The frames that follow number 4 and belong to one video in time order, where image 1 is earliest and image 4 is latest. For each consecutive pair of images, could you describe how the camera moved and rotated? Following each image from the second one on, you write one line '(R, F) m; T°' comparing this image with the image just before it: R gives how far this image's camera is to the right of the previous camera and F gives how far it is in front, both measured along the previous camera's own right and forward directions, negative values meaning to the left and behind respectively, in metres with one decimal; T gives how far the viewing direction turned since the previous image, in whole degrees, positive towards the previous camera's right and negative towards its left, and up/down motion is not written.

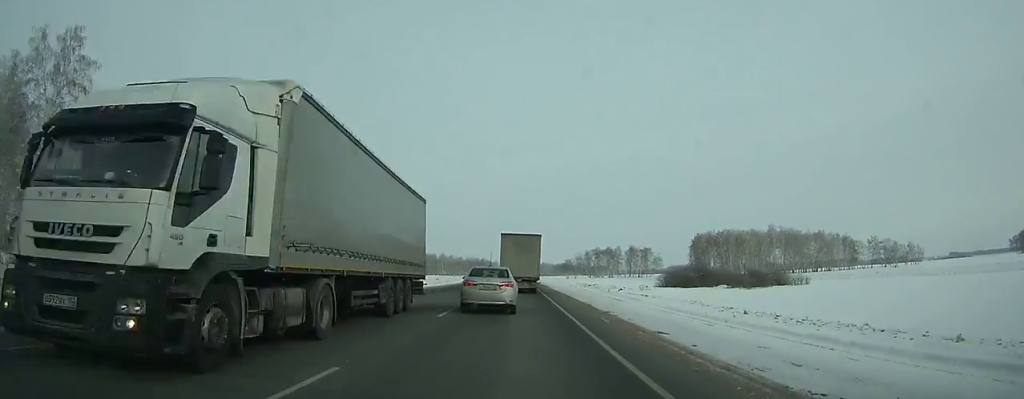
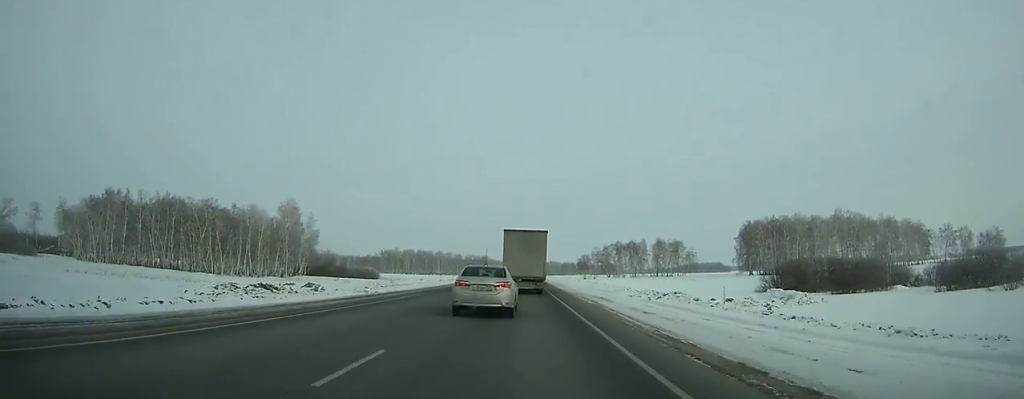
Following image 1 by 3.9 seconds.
(0.0, +57.5) m; 0°
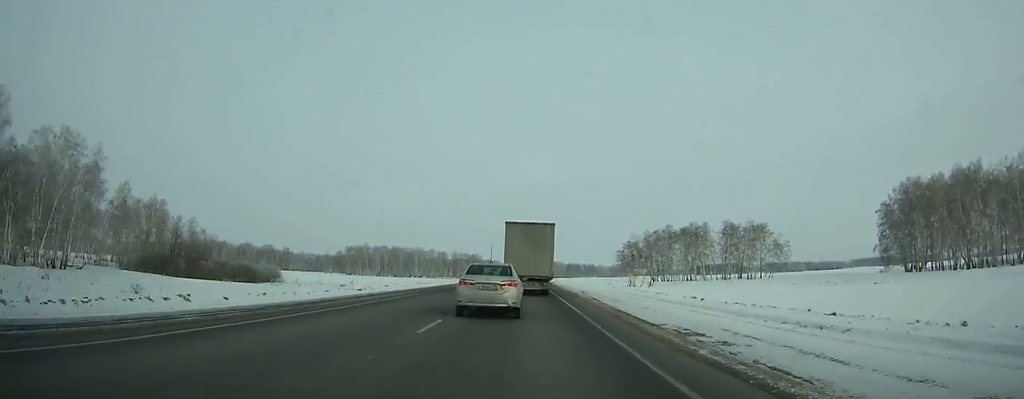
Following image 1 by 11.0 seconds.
(-1.2, +100.7) m; -1°
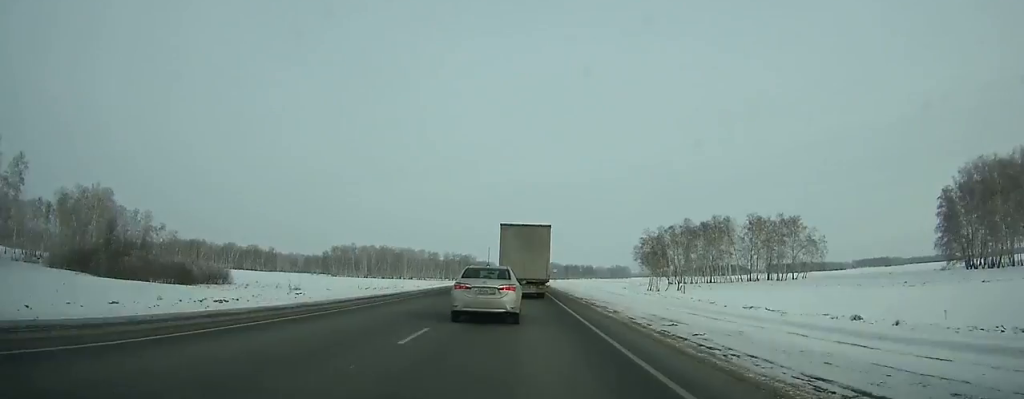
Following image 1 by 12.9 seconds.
(0.0, +25.7) m; 0°
